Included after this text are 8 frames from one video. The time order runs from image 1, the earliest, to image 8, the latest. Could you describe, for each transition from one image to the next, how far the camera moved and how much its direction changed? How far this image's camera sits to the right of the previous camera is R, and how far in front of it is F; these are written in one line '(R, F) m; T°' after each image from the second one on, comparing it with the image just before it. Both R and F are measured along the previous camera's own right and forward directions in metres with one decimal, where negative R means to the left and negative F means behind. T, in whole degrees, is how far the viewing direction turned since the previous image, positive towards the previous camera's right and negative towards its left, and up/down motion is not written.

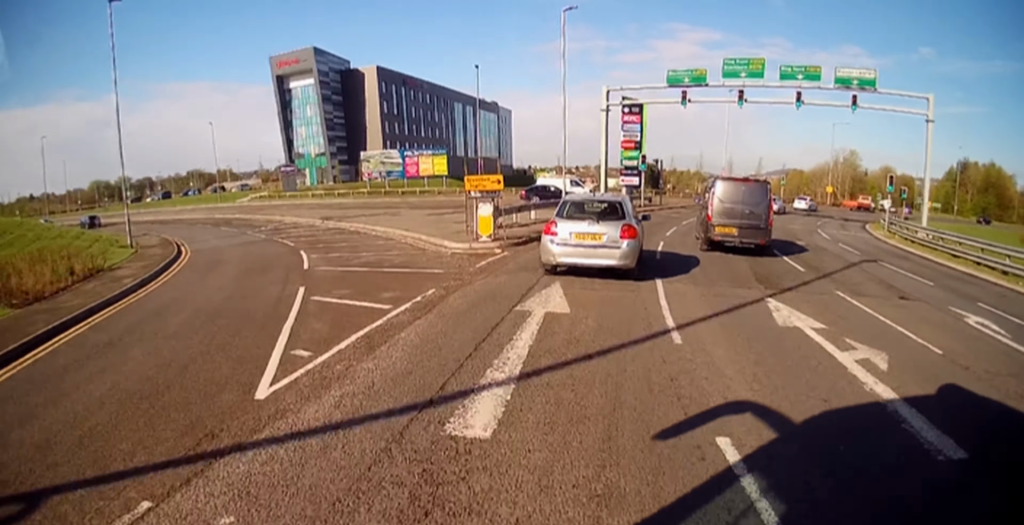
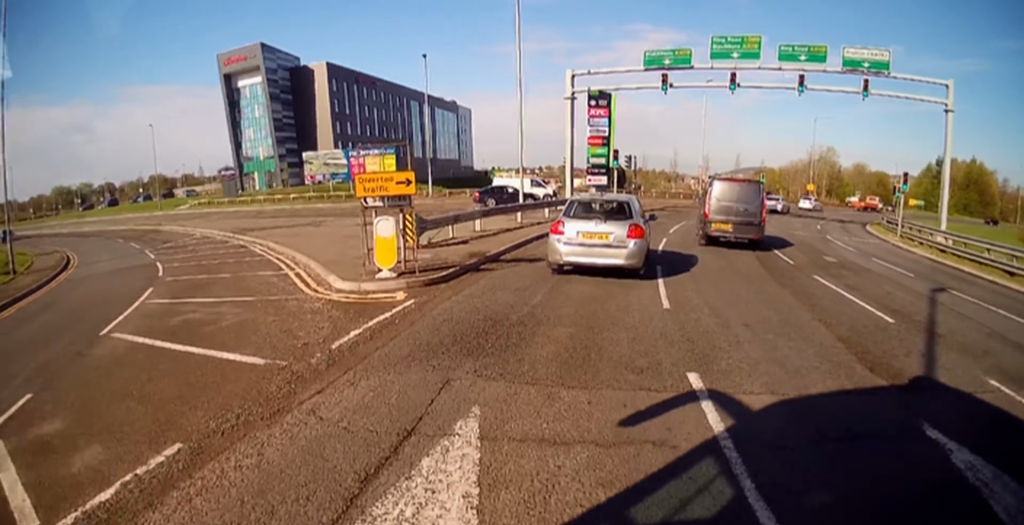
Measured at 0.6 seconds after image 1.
(+0.1, +5.2) m; +4°
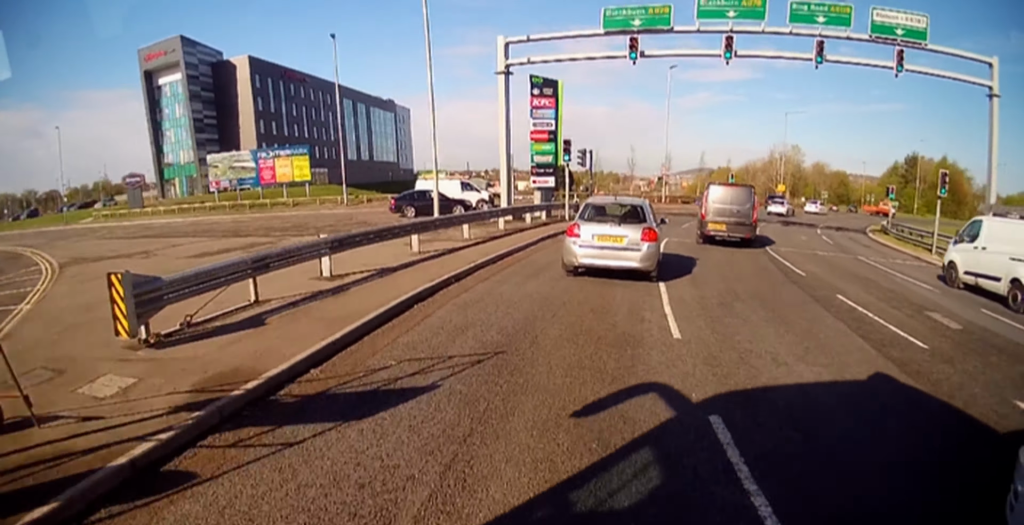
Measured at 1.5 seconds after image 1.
(+0.4, +7.5) m; +7°
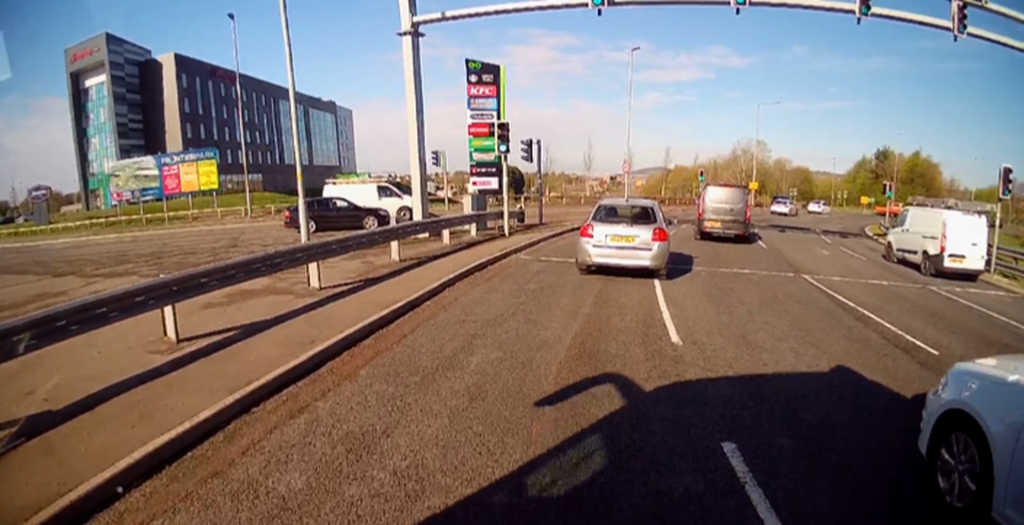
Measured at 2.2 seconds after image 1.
(+0.4, +6.8) m; +6°
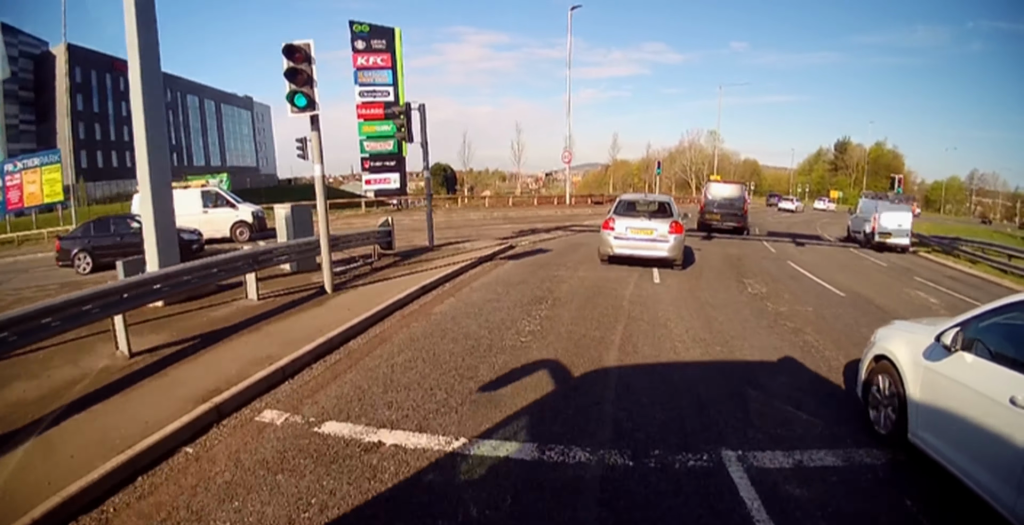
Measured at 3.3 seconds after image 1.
(+0.5, +9.3) m; +7°
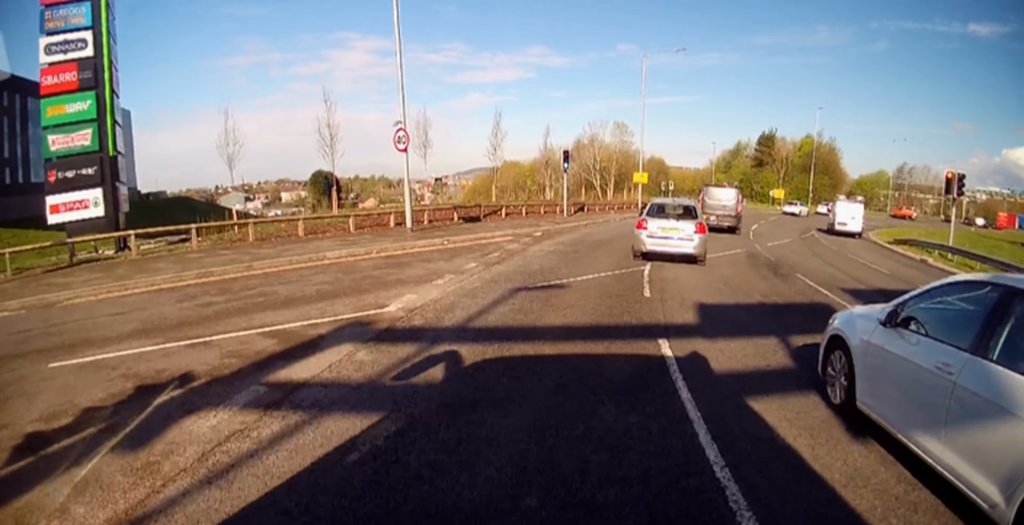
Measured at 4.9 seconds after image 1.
(+1.6, +15.0) m; +11°
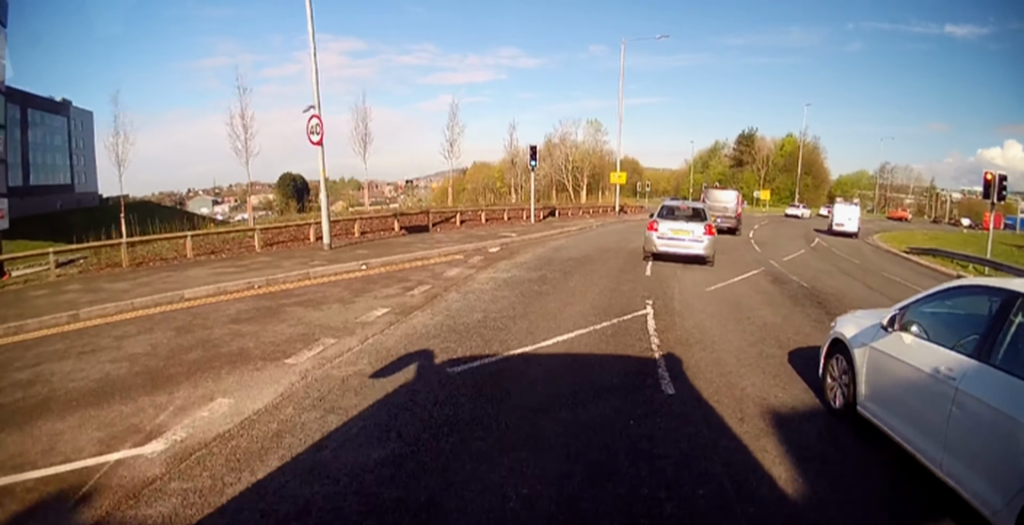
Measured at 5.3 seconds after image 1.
(0.0, +4.2) m; +3°
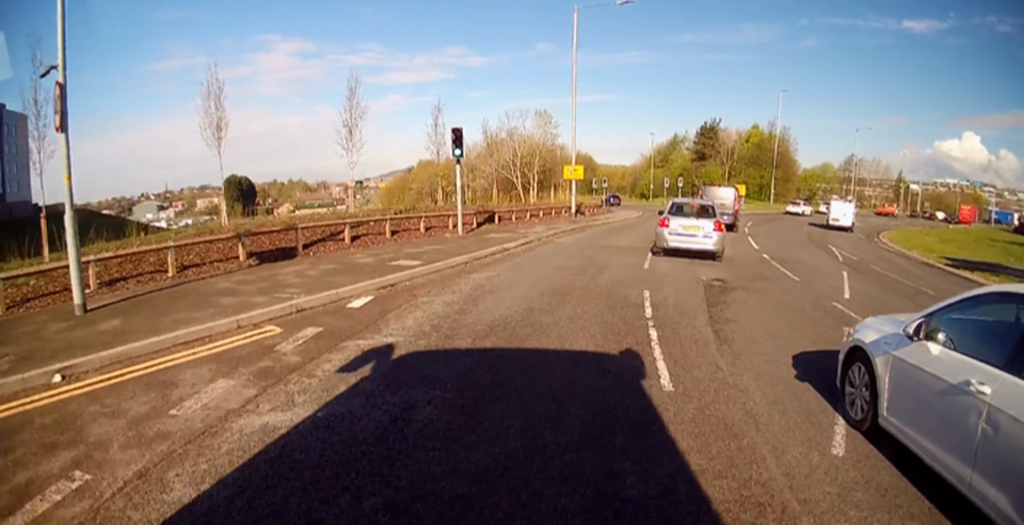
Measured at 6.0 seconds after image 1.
(+0.4, +6.6) m; +5°
